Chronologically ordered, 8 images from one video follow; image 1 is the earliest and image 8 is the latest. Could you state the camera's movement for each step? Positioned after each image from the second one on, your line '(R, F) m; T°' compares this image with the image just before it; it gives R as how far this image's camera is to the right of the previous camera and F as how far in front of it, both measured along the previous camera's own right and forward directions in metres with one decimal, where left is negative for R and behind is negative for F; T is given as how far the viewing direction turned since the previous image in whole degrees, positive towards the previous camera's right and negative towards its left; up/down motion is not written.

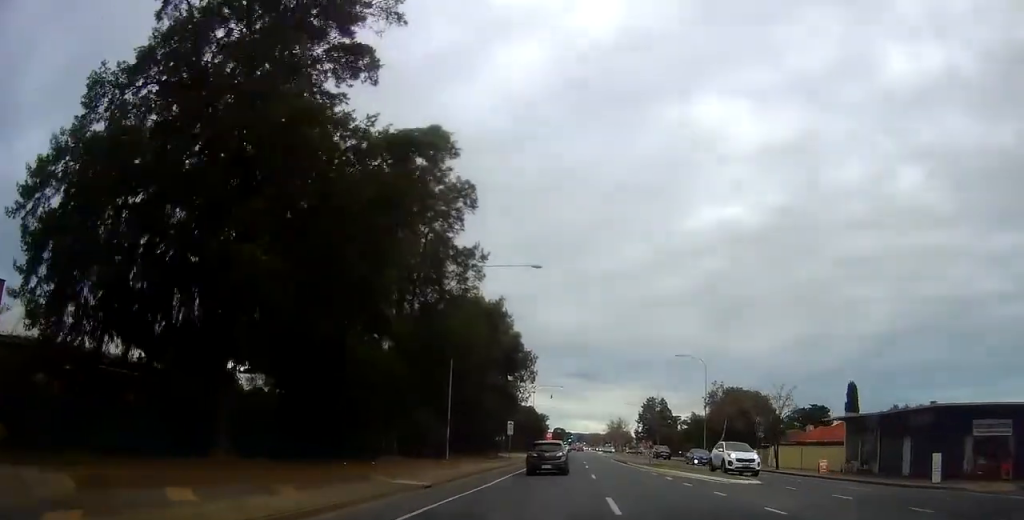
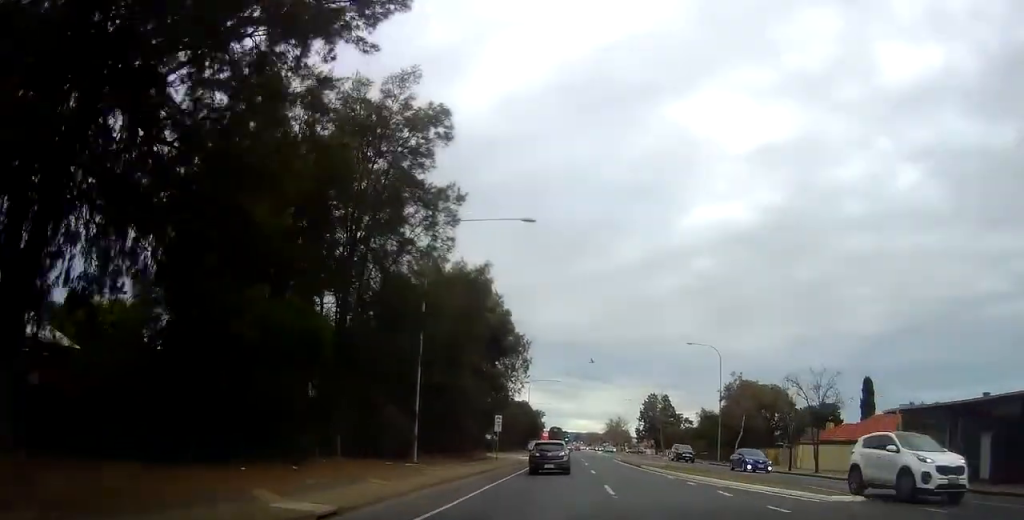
(0.0, +7.8) m; 0°
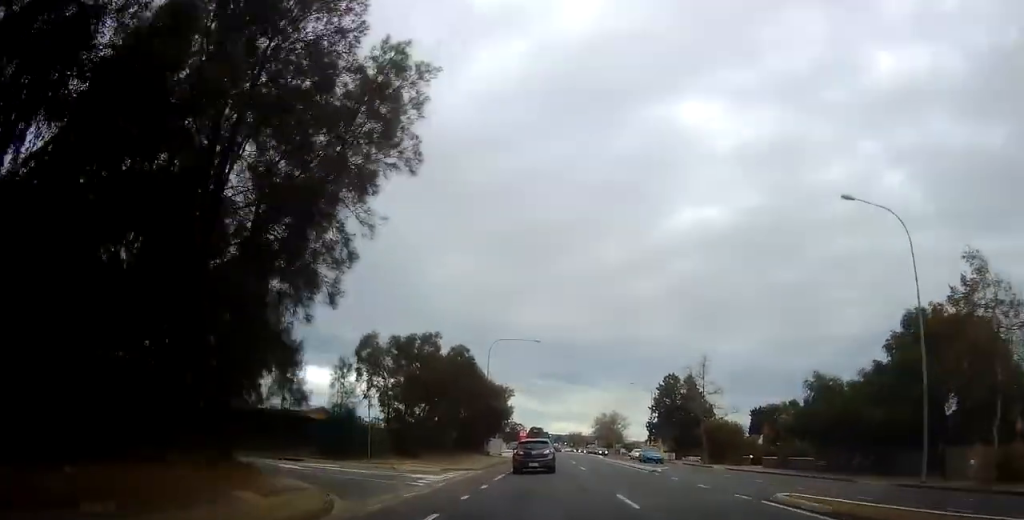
(+0.5, +39.6) m; +3°
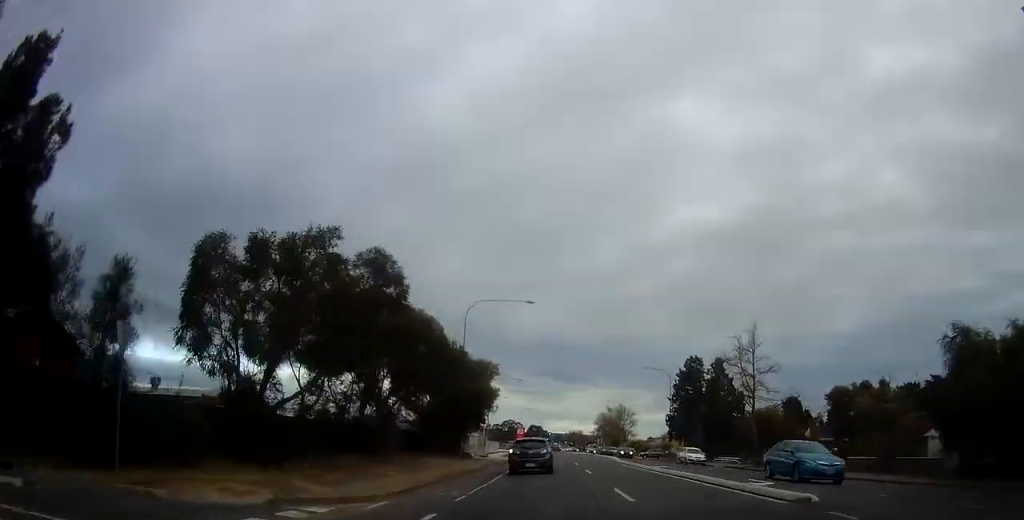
(-0.1, +16.5) m; -2°
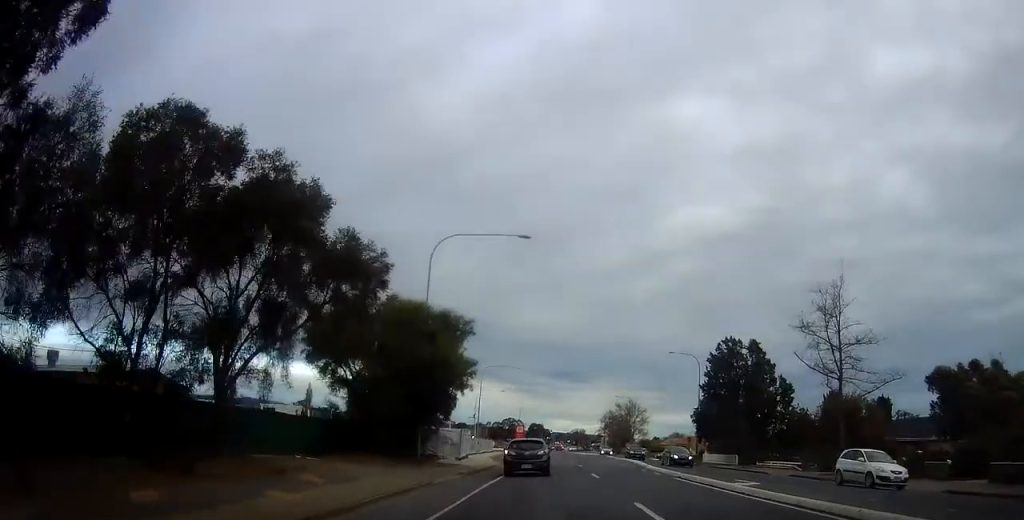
(-0.4, +15.0) m; +1°
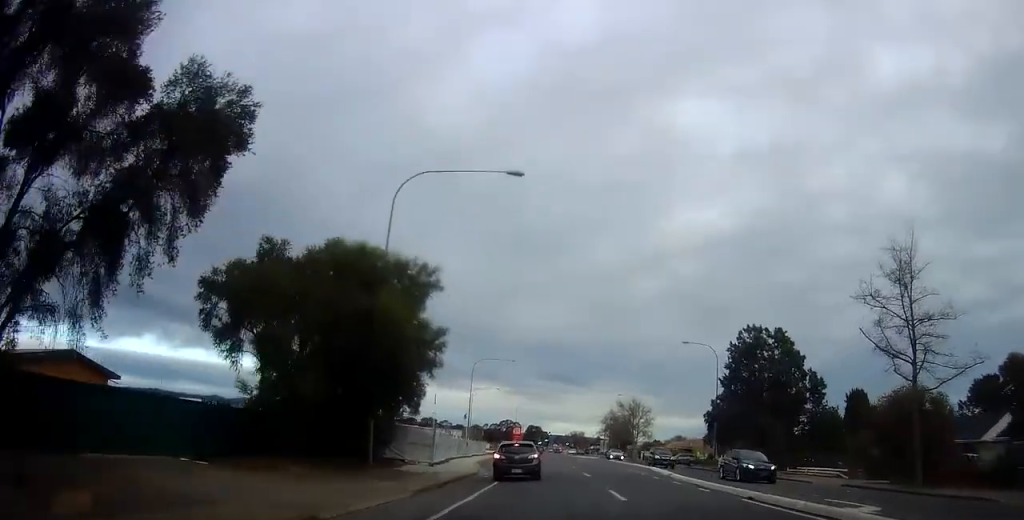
(0.0, +8.0) m; 0°
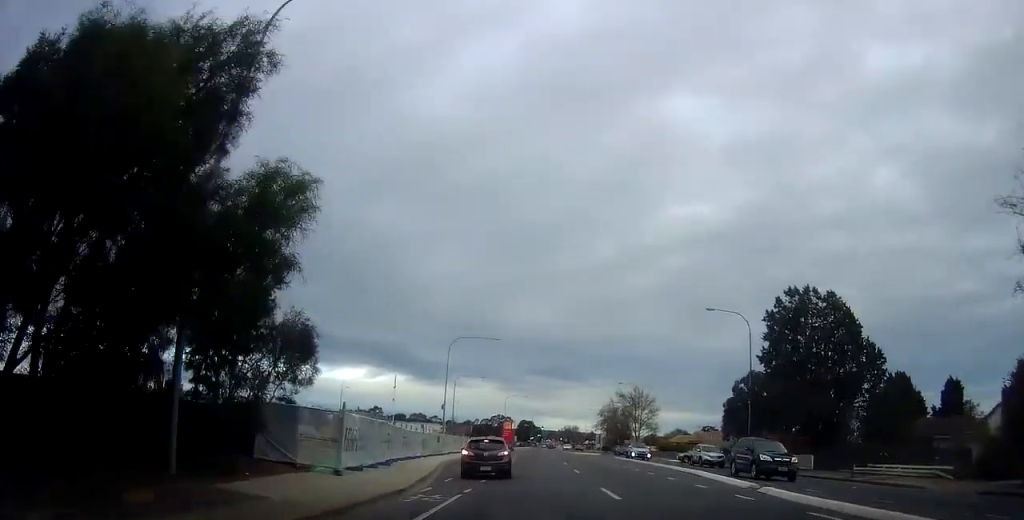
(+0.7, +12.3) m; 0°
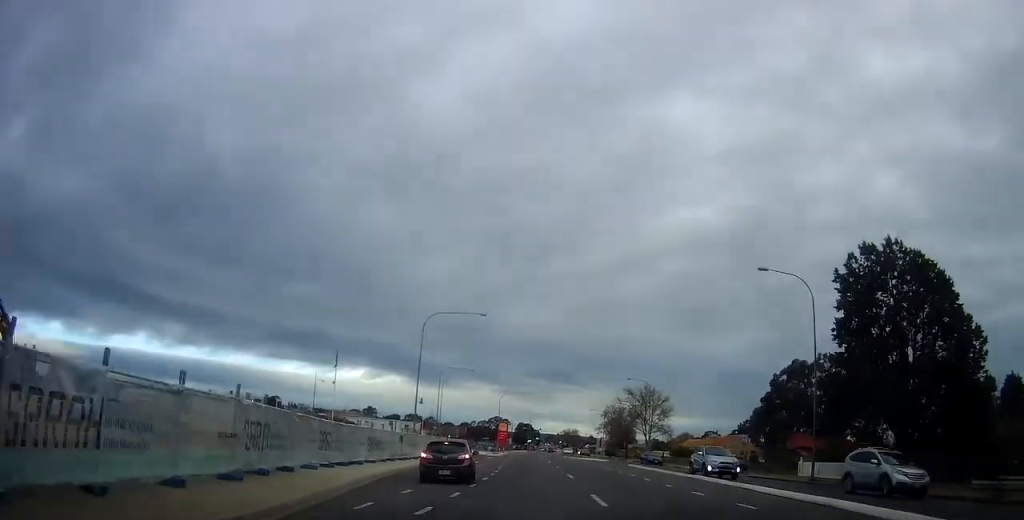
(-0.7, +12.5) m; -1°
